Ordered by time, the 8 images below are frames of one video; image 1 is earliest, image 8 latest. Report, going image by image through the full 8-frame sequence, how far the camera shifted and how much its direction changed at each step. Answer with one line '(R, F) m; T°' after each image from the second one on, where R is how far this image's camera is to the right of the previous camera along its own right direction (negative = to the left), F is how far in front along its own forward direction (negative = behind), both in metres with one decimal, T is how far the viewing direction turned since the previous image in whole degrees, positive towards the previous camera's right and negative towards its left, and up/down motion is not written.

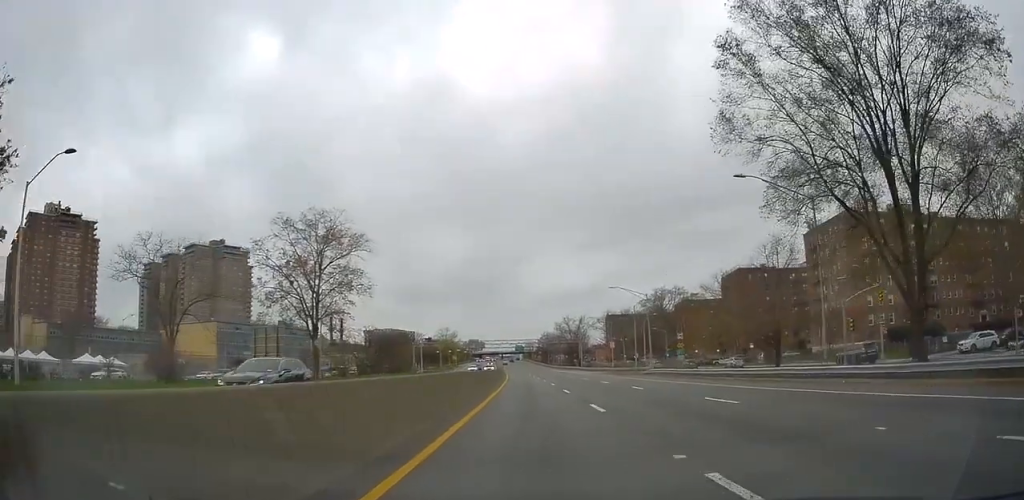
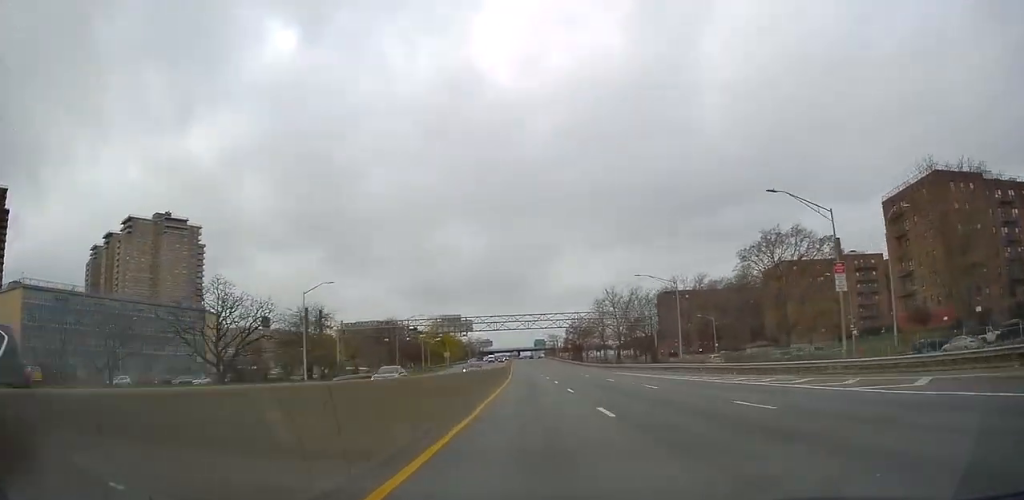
(-1.2, +73.3) m; -2°
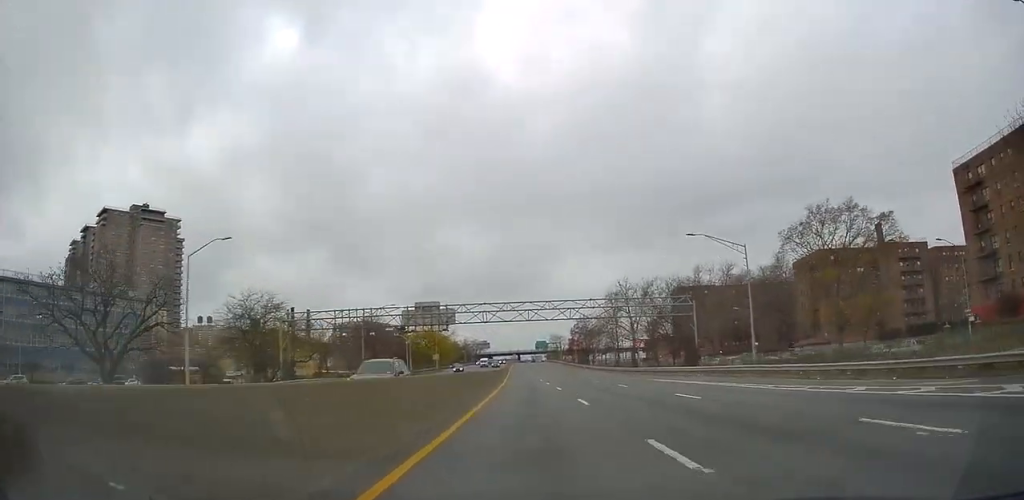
(-0.2, +19.1) m; -1°
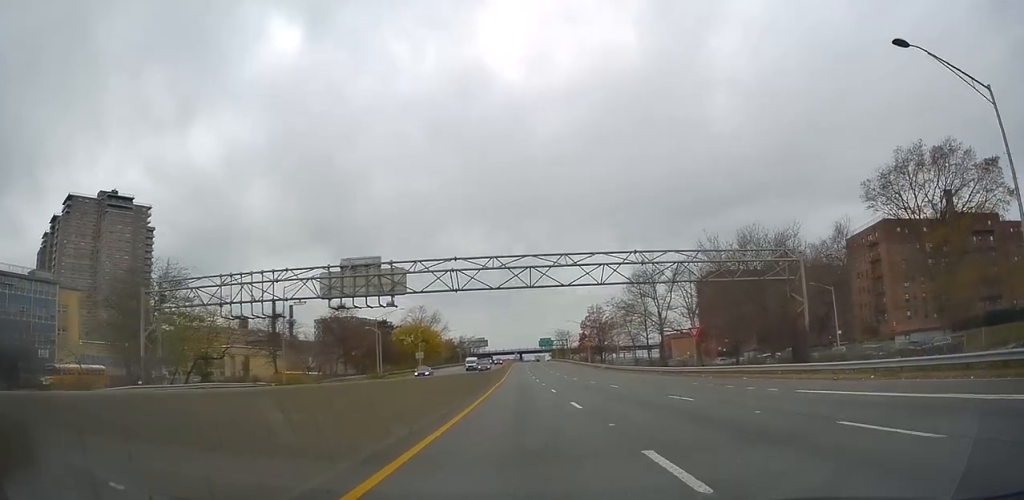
(0.0, +24.6) m; 0°
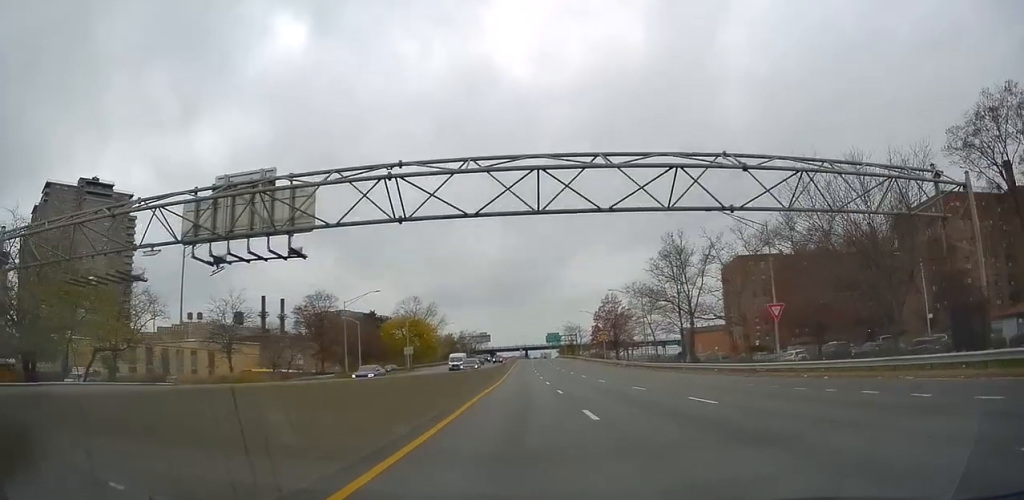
(0.0, +16.3) m; 0°
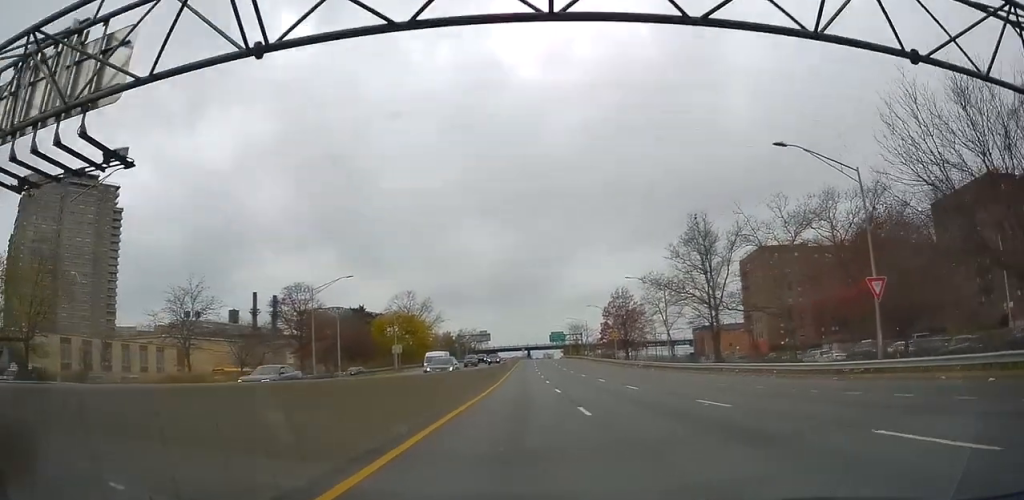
(0.0, +10.7) m; 0°
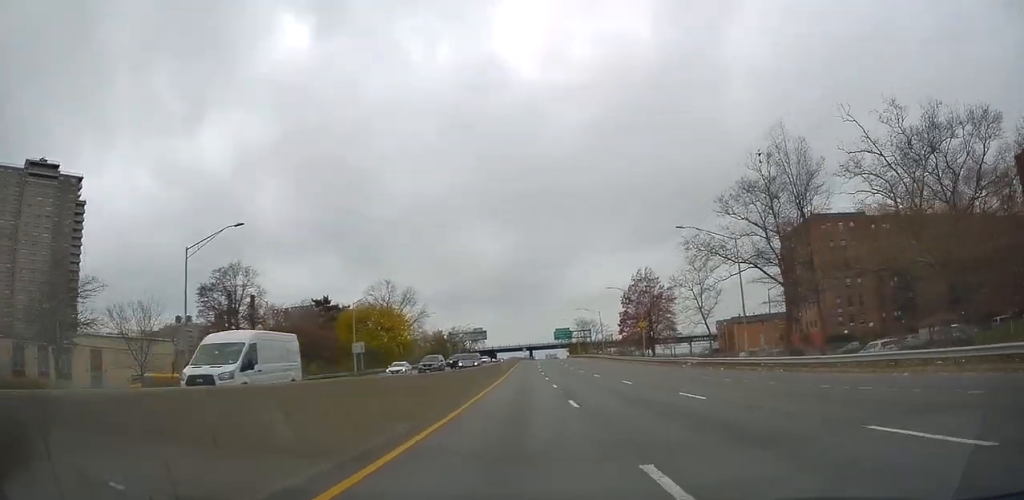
(-0.1, +21.9) m; -1°
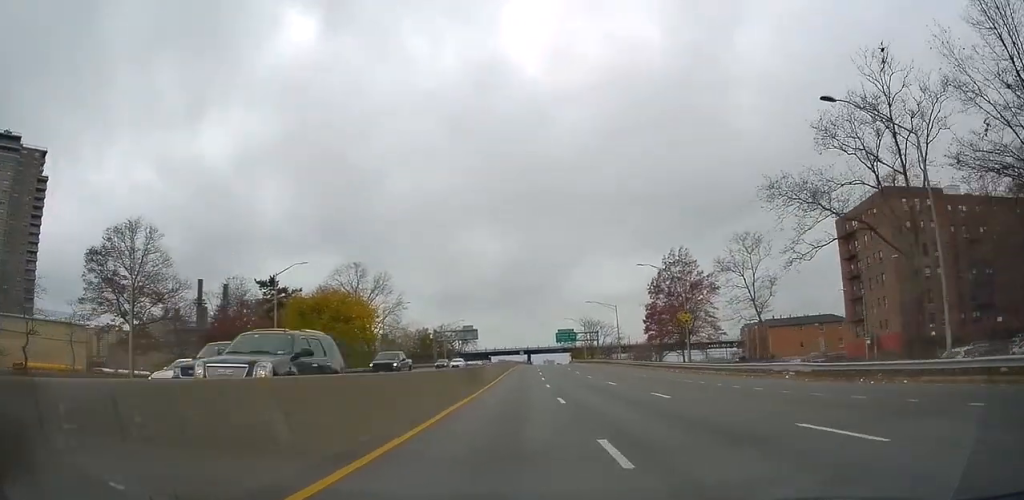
(-0.4, +21.0) m; -1°
